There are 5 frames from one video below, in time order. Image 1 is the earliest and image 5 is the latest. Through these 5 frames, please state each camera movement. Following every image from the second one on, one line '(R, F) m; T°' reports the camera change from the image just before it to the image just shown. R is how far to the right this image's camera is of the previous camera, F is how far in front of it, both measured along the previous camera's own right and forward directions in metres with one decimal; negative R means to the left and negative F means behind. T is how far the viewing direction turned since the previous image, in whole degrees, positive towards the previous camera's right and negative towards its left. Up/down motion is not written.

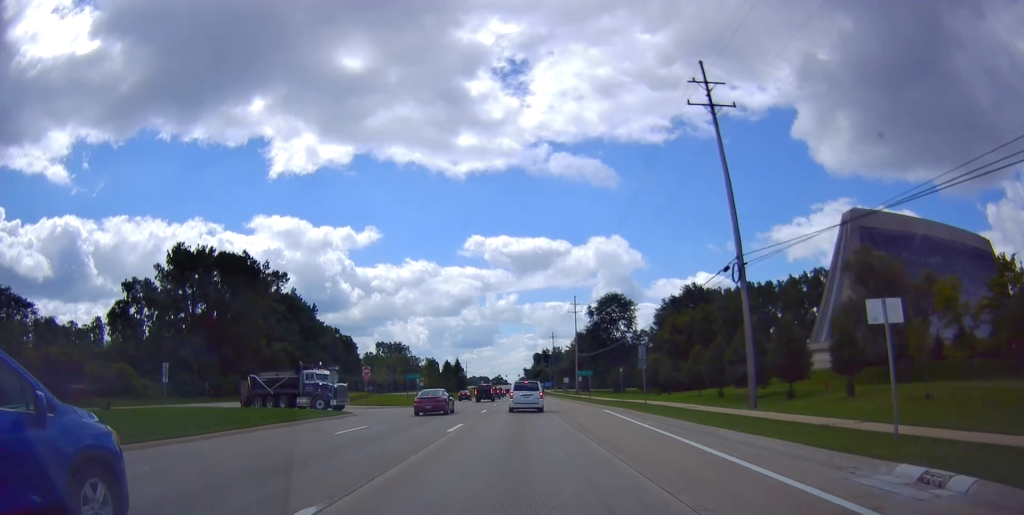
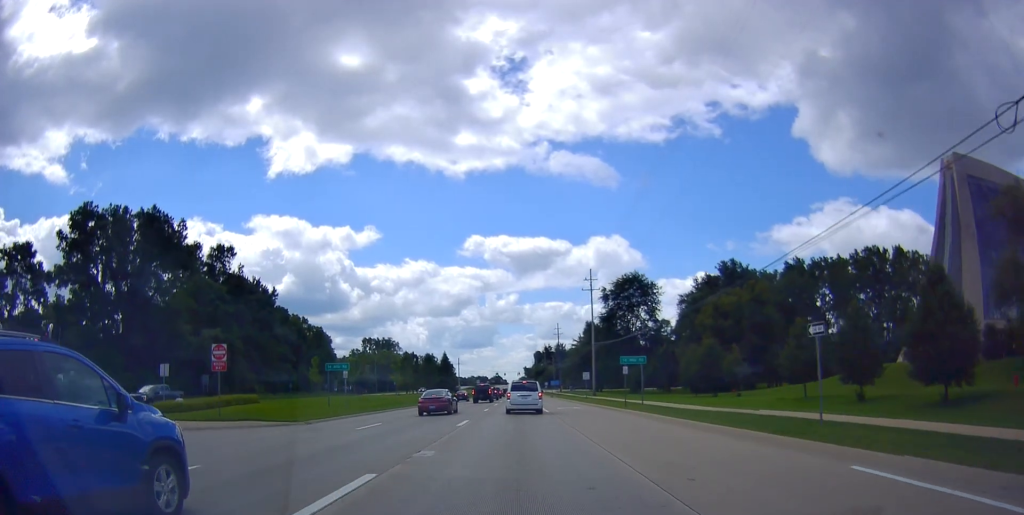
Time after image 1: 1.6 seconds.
(0.0, +30.3) m; -1°
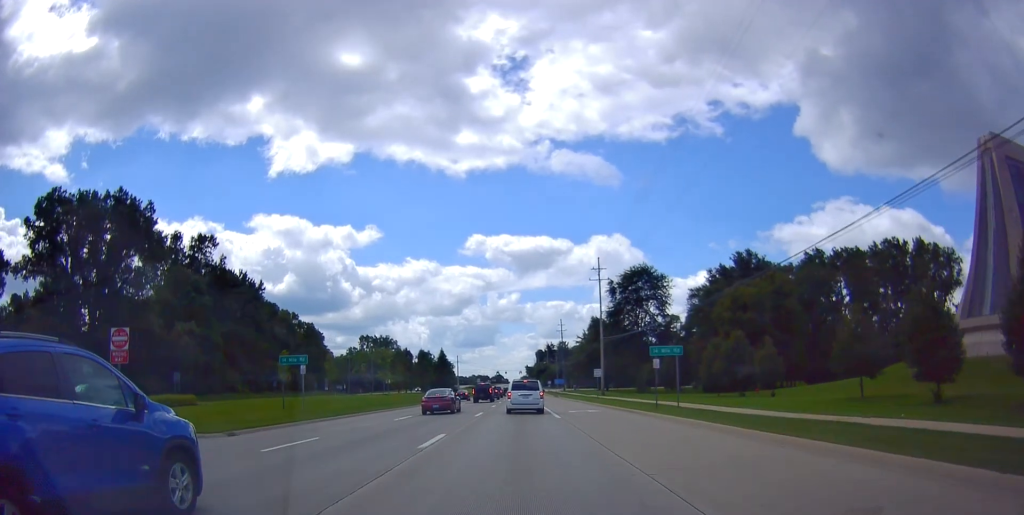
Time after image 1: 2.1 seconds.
(-0.3, +8.9) m; -1°
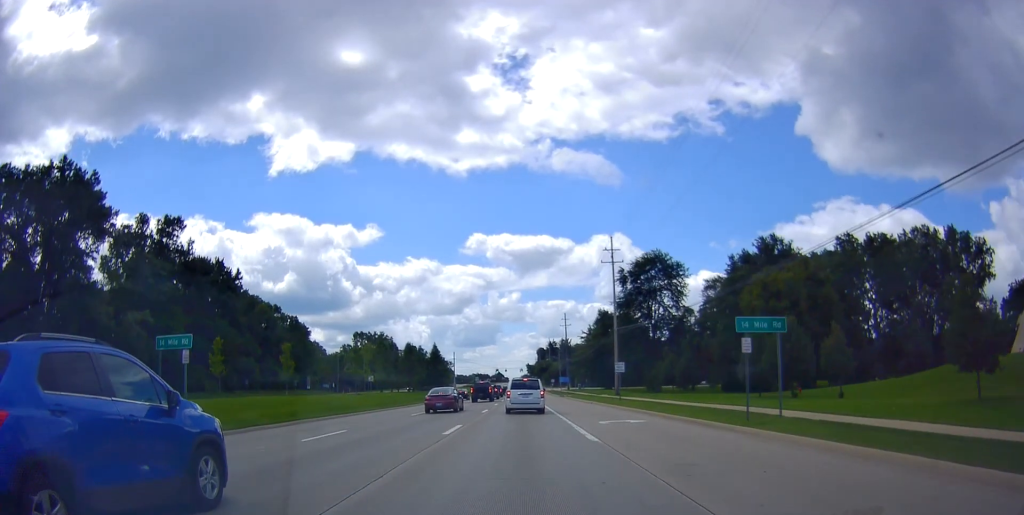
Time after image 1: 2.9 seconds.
(+0.1, +13.4) m; +1°
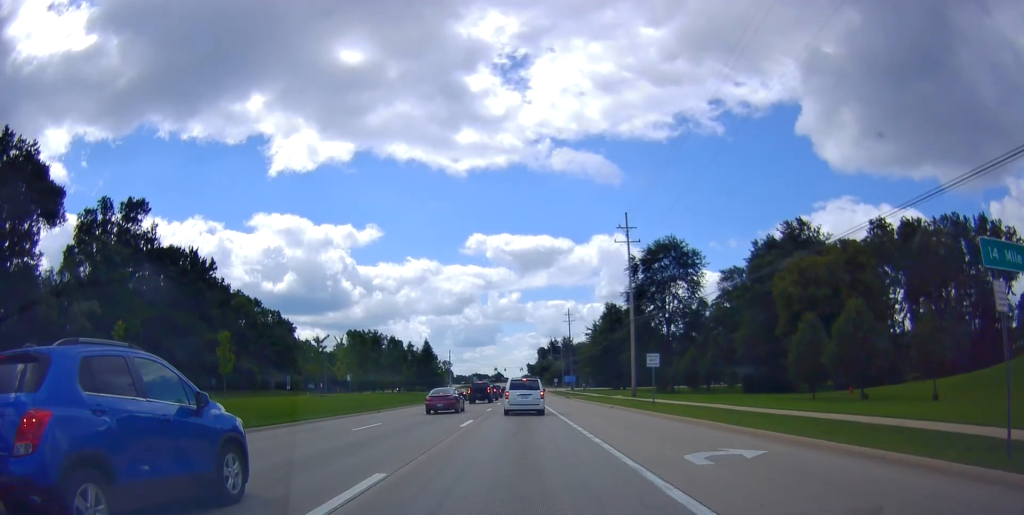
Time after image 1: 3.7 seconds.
(+0.2, +12.8) m; +1°
